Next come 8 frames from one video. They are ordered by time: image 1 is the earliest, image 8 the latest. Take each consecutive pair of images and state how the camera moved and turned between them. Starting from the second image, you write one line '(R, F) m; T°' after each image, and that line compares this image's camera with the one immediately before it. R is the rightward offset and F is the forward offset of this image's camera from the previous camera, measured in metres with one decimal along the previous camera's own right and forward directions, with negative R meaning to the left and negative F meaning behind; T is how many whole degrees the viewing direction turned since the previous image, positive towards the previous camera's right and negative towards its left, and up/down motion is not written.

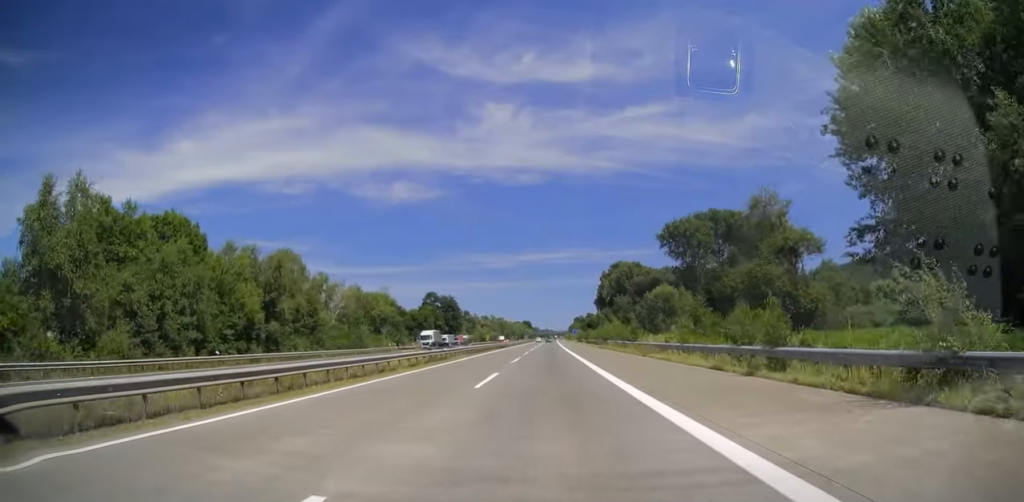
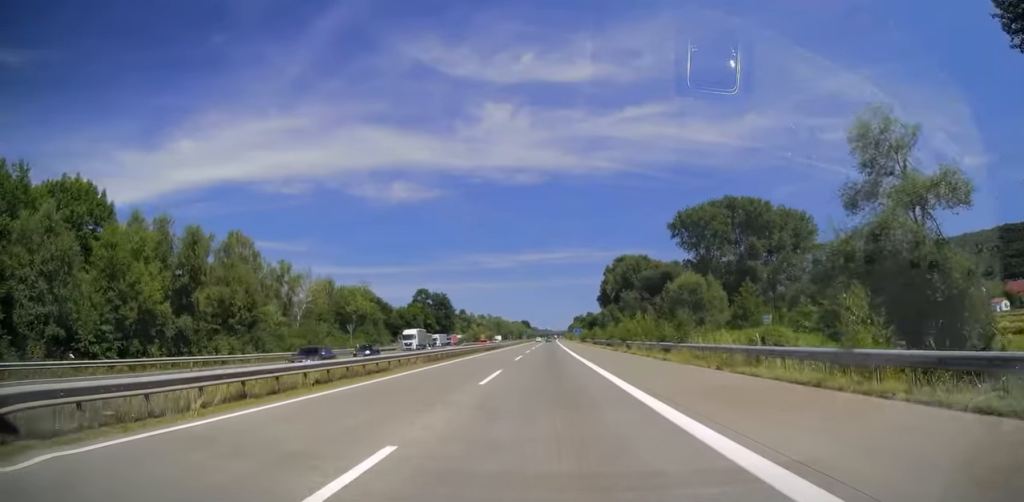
(0.0, +16.0) m; 0°
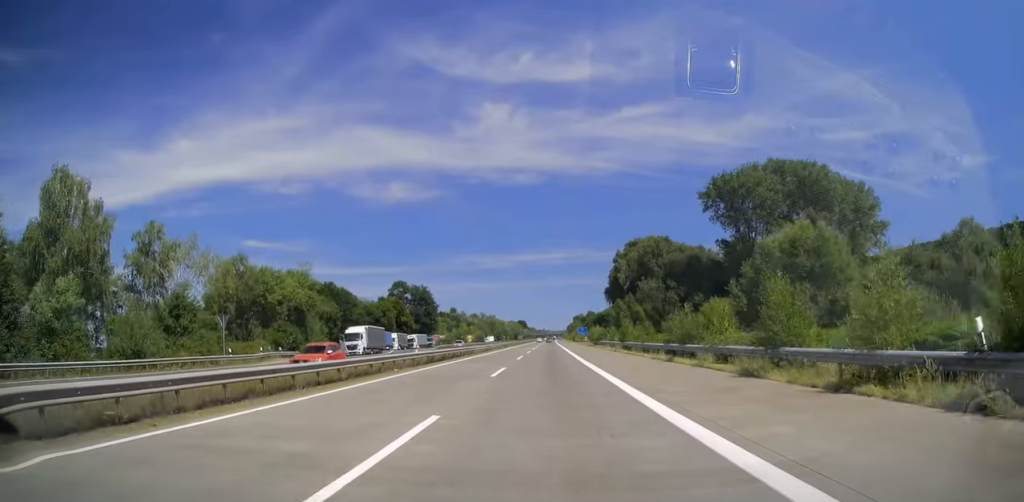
(+0.2, +33.0) m; +1°
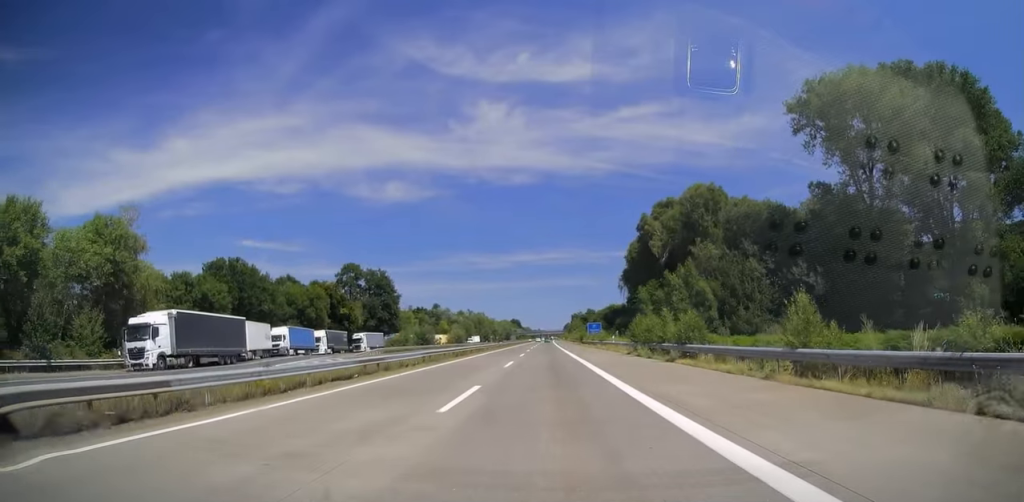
(-0.1, +46.7) m; 0°
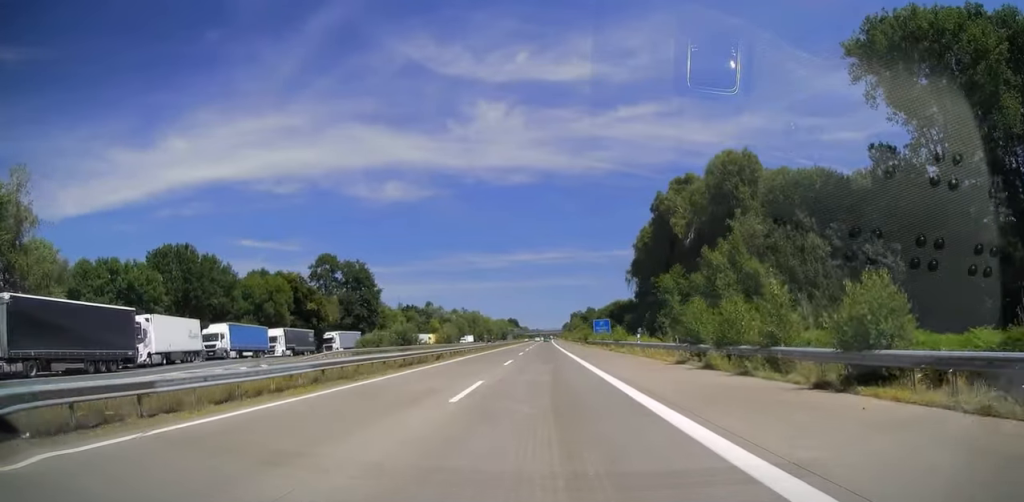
(+0.2, +16.4) m; 0°
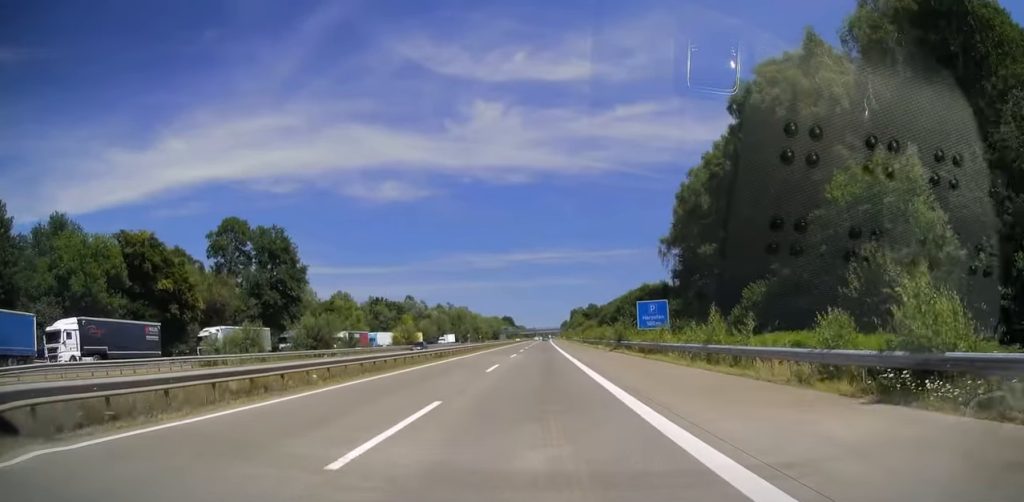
(-0.1, +42.5) m; 0°
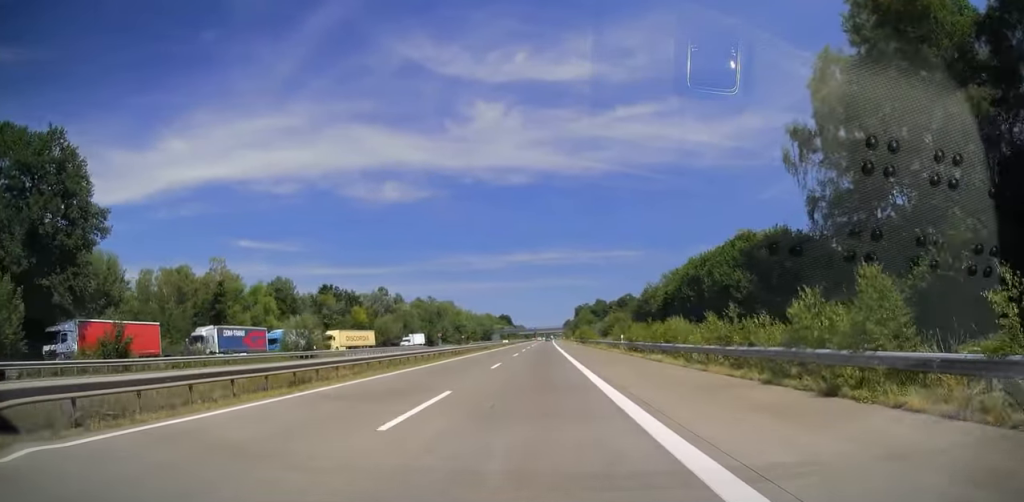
(+0.6, +51.0) m; +1°
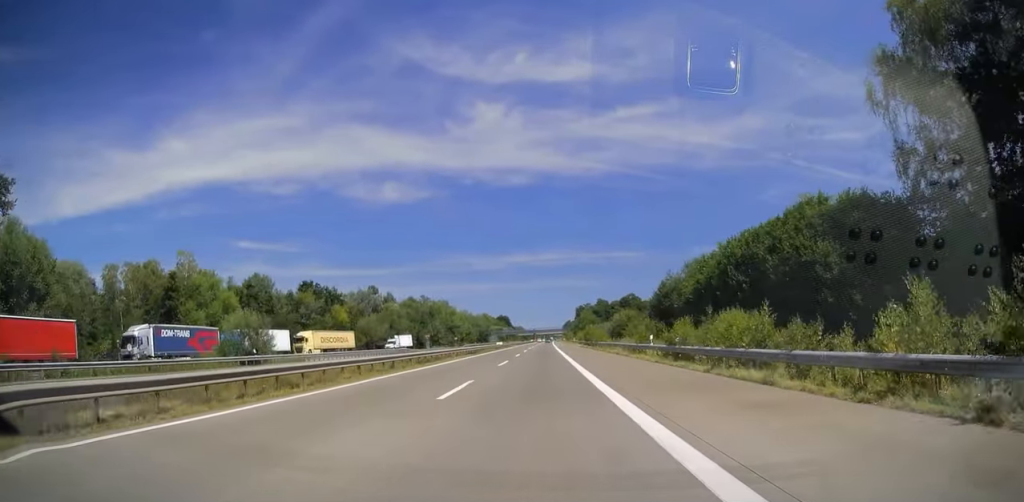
(0.0, +13.4) m; 0°
